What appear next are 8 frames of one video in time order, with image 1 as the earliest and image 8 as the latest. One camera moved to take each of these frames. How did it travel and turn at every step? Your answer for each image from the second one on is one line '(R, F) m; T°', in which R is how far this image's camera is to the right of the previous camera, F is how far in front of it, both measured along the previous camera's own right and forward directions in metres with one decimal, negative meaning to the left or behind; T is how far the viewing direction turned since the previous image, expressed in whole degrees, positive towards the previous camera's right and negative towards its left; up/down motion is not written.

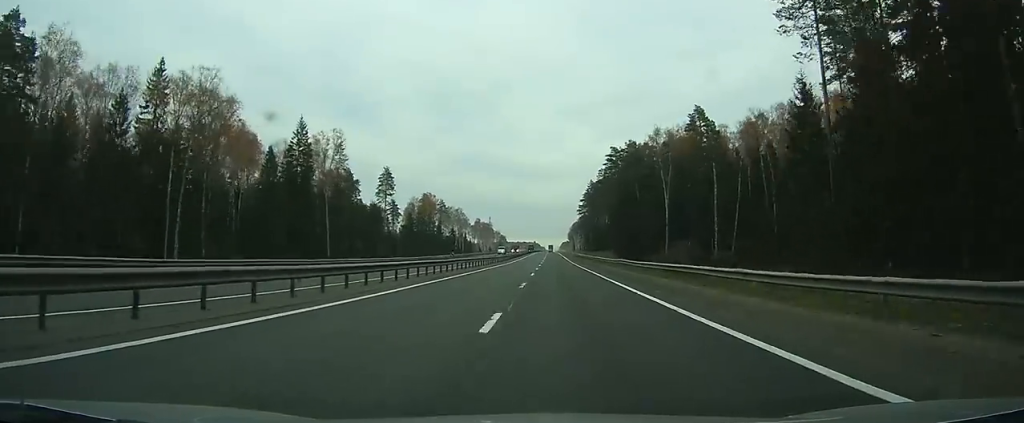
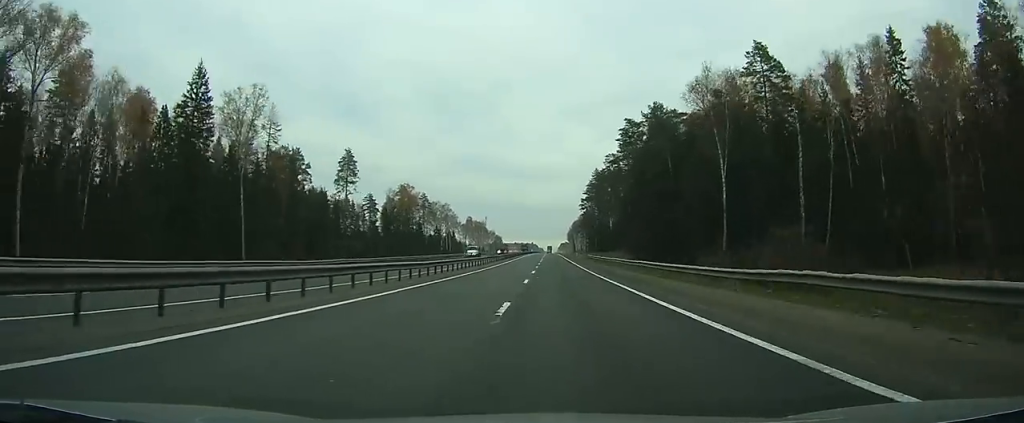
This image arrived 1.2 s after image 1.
(0.0, +31.7) m; 0°
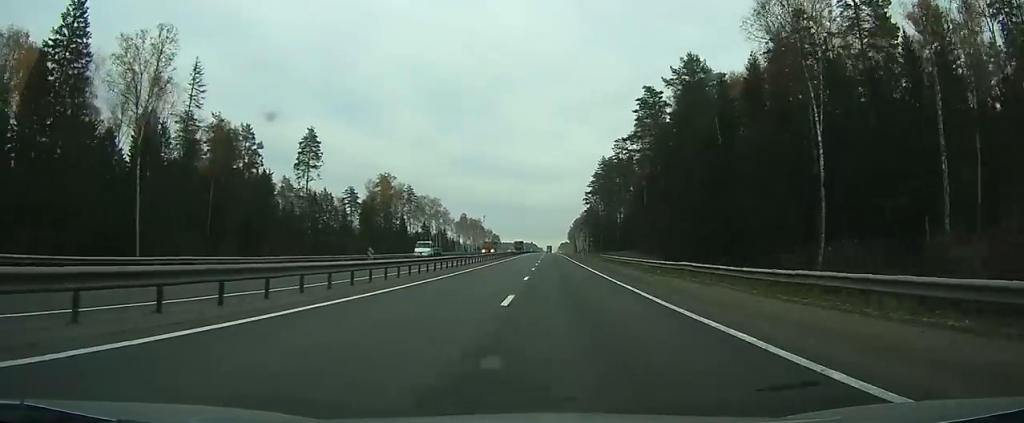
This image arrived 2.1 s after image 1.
(0.0, +22.9) m; 0°
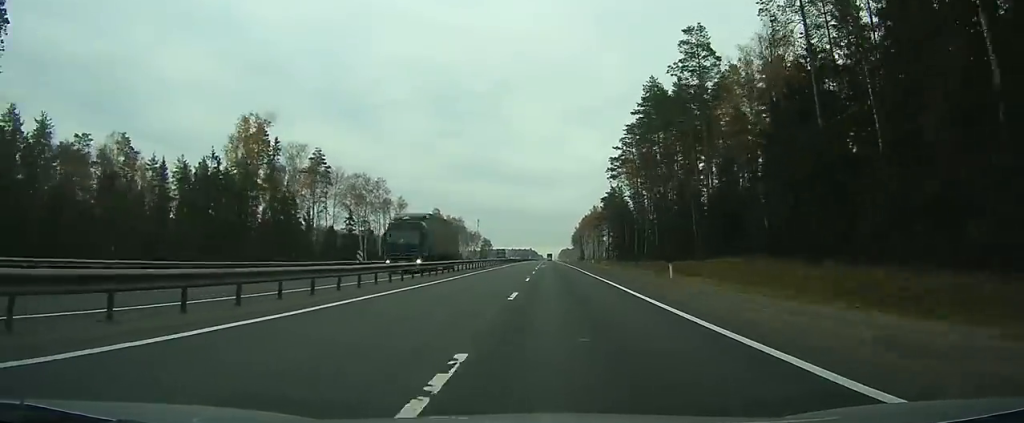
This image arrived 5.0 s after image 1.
(+0.1, +83.2) m; 0°
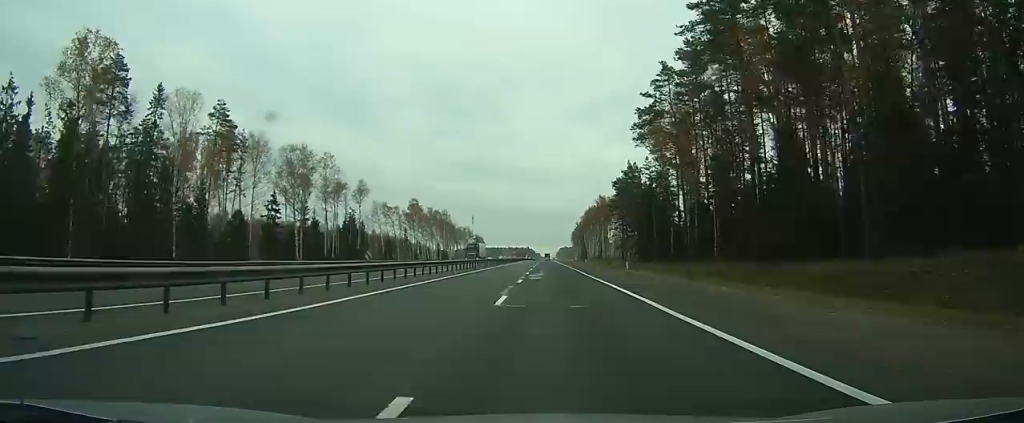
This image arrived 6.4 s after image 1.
(0.0, +39.9) m; 0°
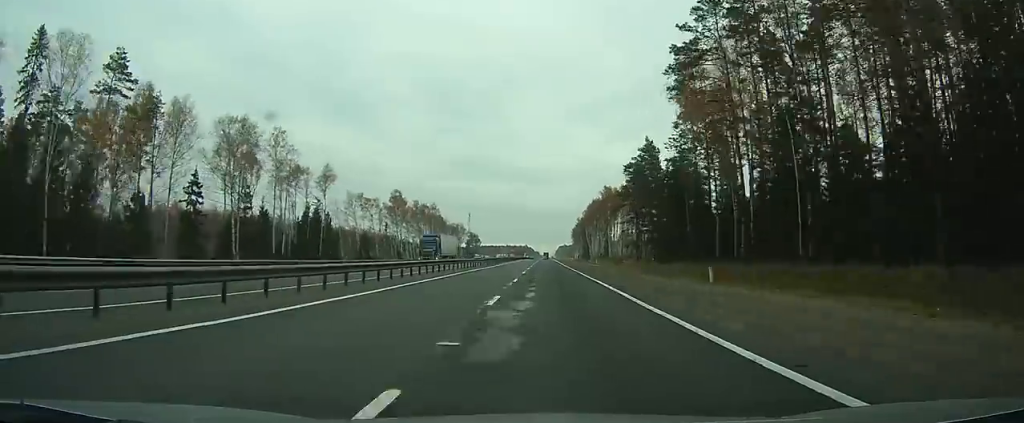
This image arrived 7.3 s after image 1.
(0.0, +23.8) m; 0°
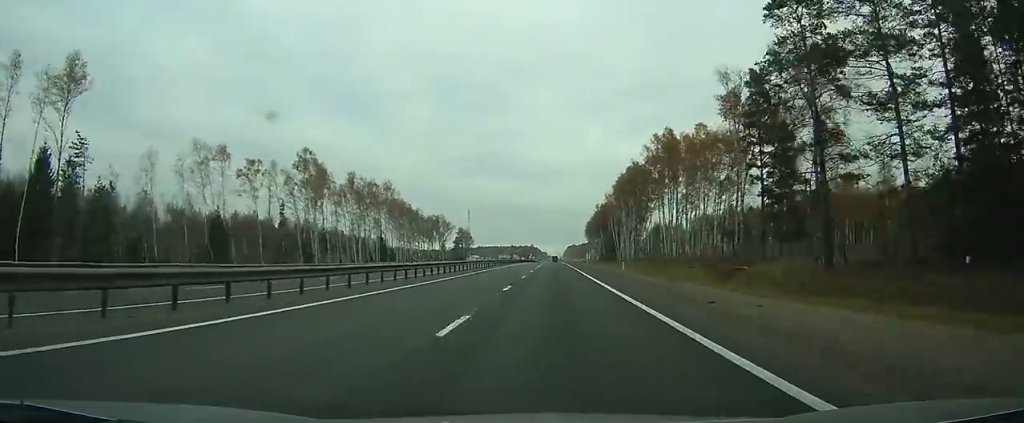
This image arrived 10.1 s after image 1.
(-0.2, +75.9) m; 0°
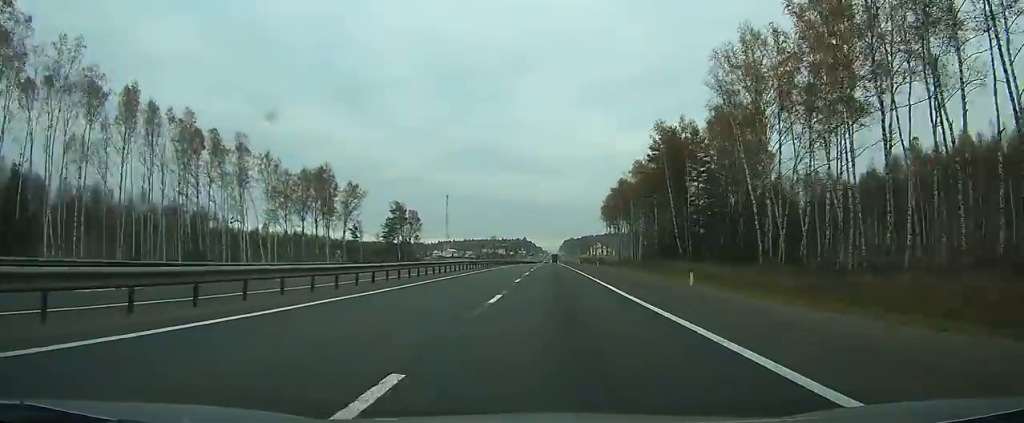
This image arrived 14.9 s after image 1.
(+0.2, +125.4) m; +1°
